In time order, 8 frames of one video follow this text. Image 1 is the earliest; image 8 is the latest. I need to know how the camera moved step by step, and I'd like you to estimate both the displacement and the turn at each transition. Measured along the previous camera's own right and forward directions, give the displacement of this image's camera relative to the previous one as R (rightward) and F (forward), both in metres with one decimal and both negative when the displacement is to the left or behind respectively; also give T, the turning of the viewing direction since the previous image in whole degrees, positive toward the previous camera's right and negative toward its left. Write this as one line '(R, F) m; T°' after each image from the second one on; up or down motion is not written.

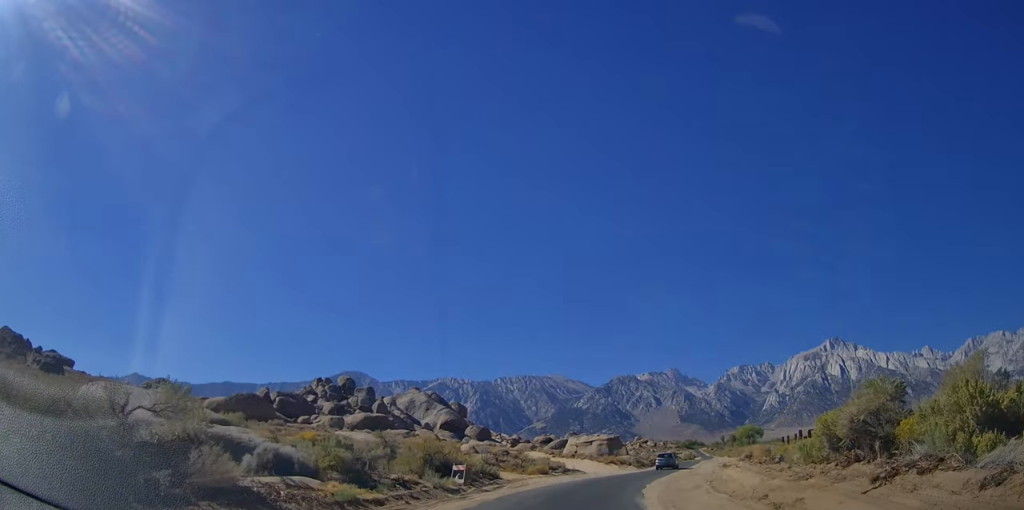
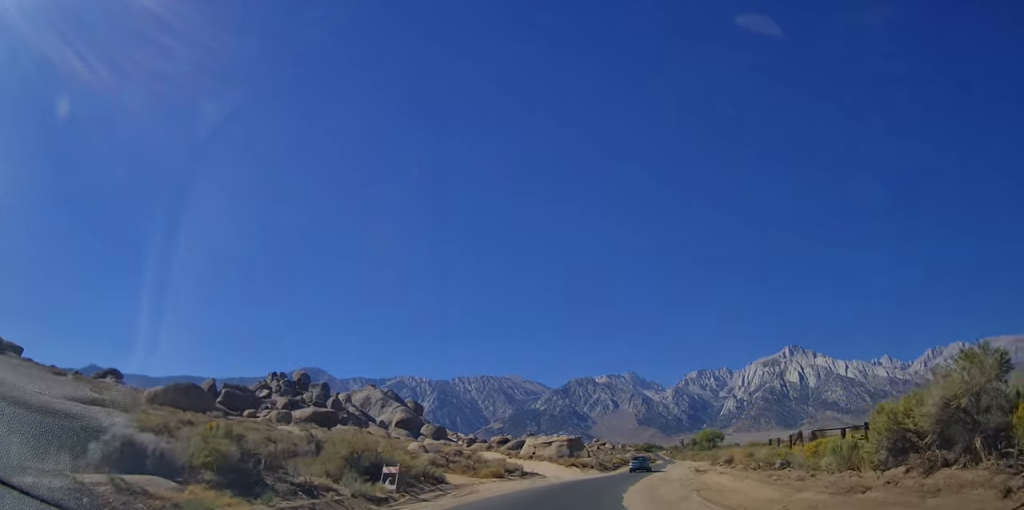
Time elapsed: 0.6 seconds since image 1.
(+0.3, +4.7) m; +4°
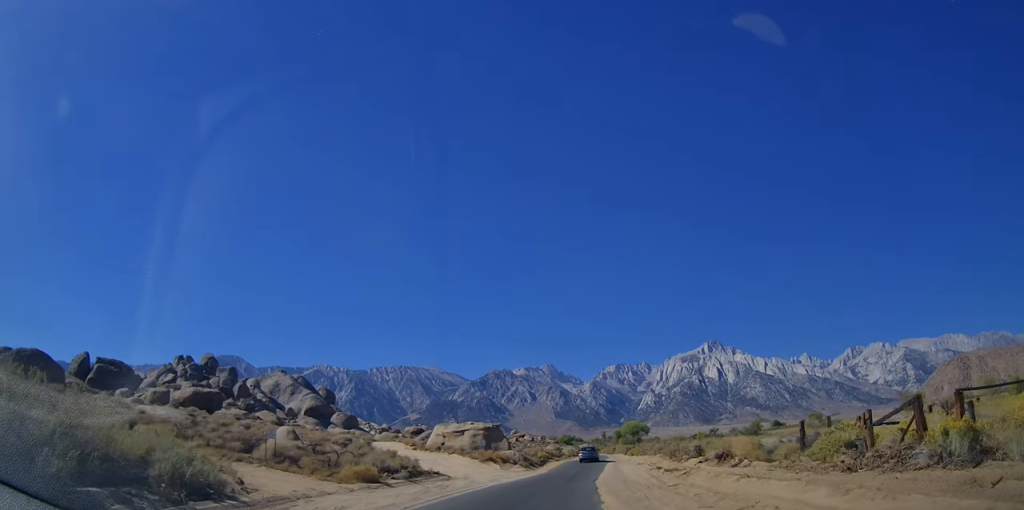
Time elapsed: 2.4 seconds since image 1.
(+0.6, +13.5) m; +6°
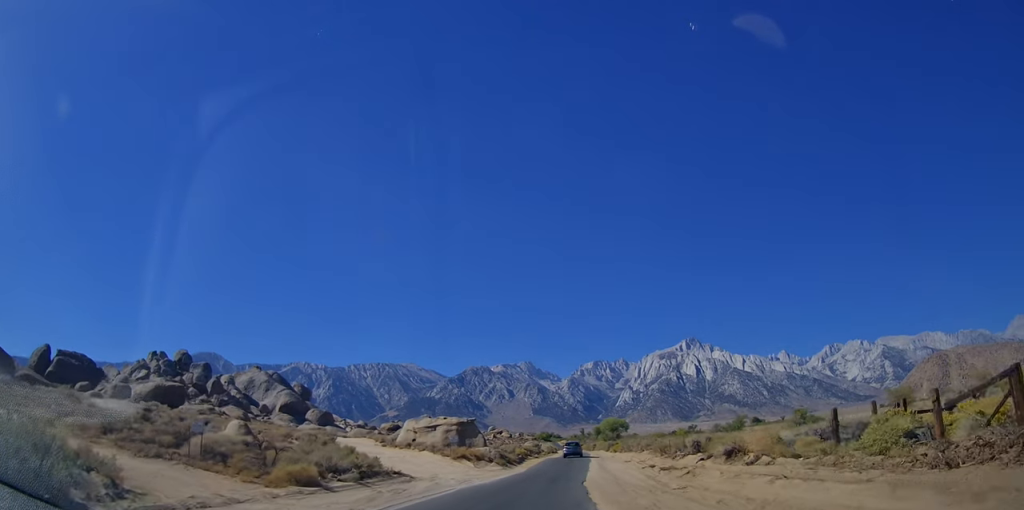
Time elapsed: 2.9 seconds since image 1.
(+0.1, +4.3) m; +3°
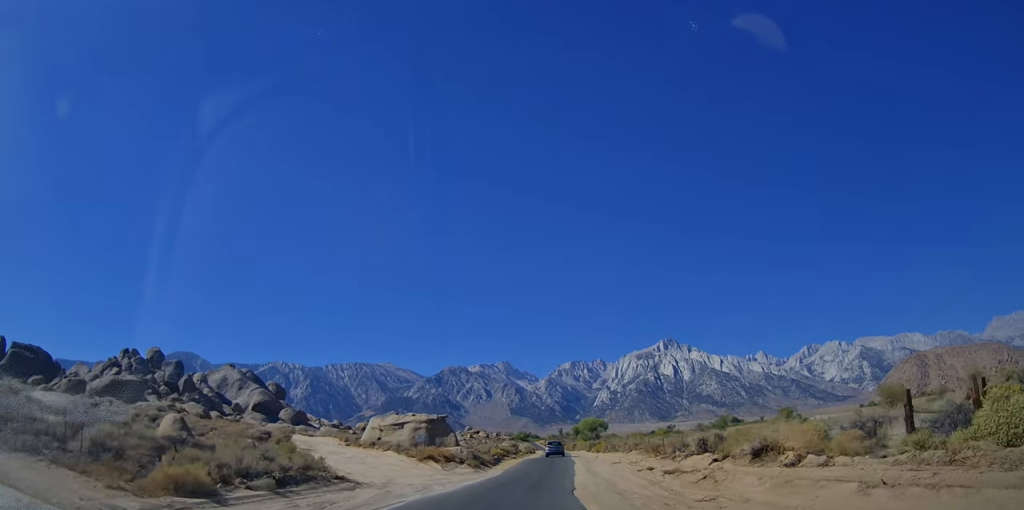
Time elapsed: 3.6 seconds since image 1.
(0.0, +5.1) m; +3°
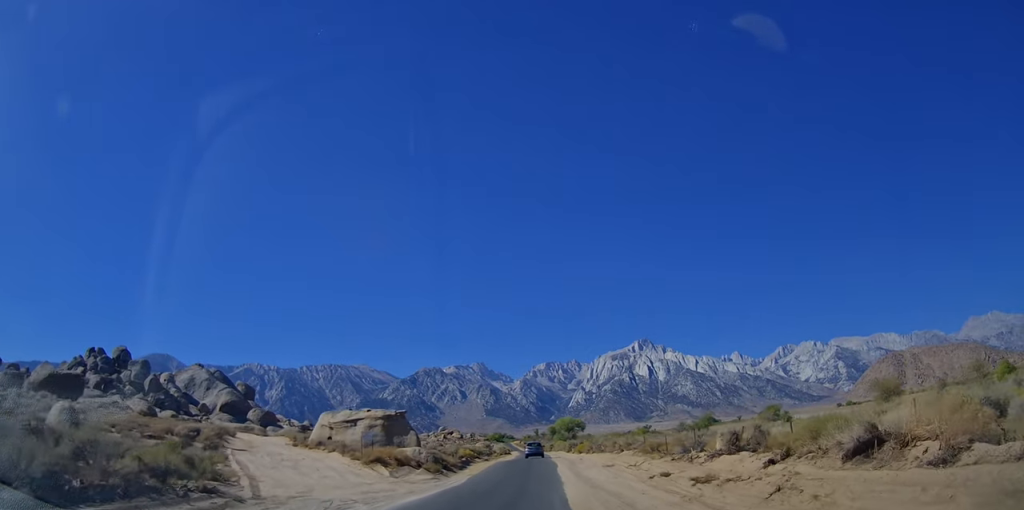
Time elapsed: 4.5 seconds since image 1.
(+0.4, +7.5) m; +4°
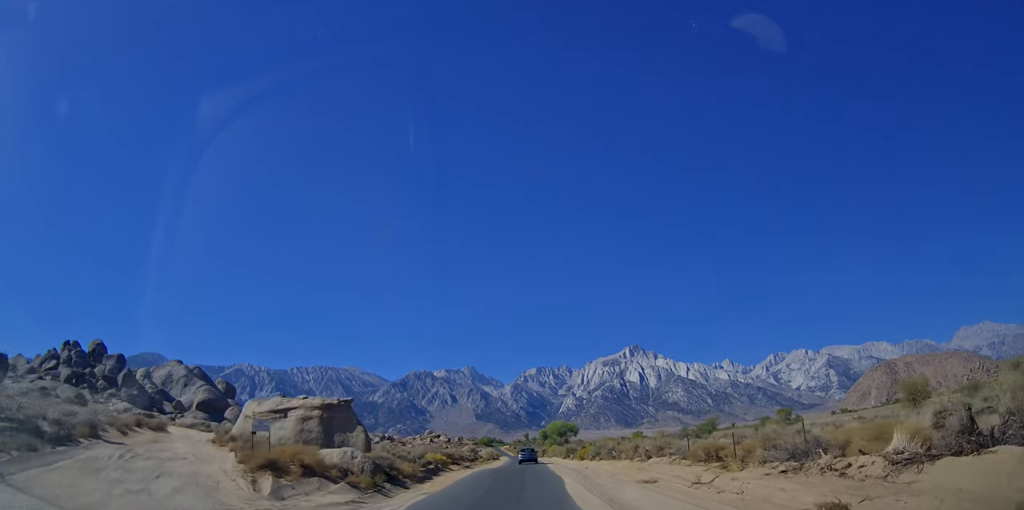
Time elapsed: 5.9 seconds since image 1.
(+0.3, +12.2) m; +2°
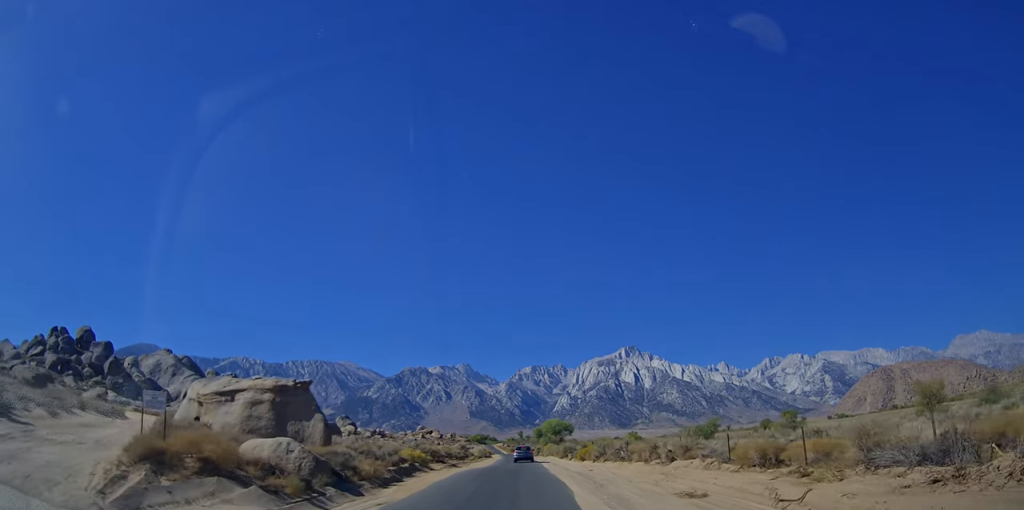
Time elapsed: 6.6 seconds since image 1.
(0.0, +6.1) m; +1°
